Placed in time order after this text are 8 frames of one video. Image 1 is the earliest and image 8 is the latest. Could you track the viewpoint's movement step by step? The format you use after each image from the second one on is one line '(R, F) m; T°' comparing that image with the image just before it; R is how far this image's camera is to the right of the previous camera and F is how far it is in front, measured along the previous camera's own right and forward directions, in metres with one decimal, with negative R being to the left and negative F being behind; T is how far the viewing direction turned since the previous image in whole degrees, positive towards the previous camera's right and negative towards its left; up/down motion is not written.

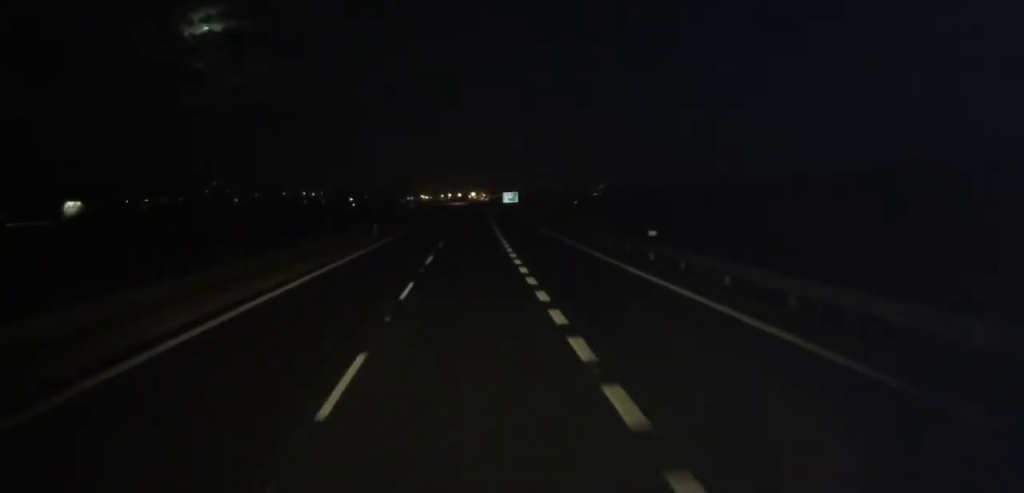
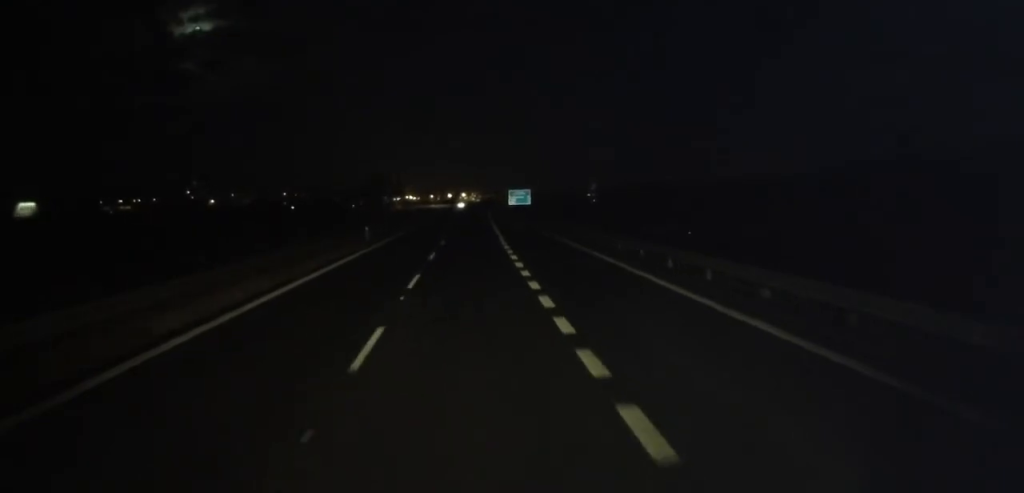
(0.0, +42.4) m; +2°
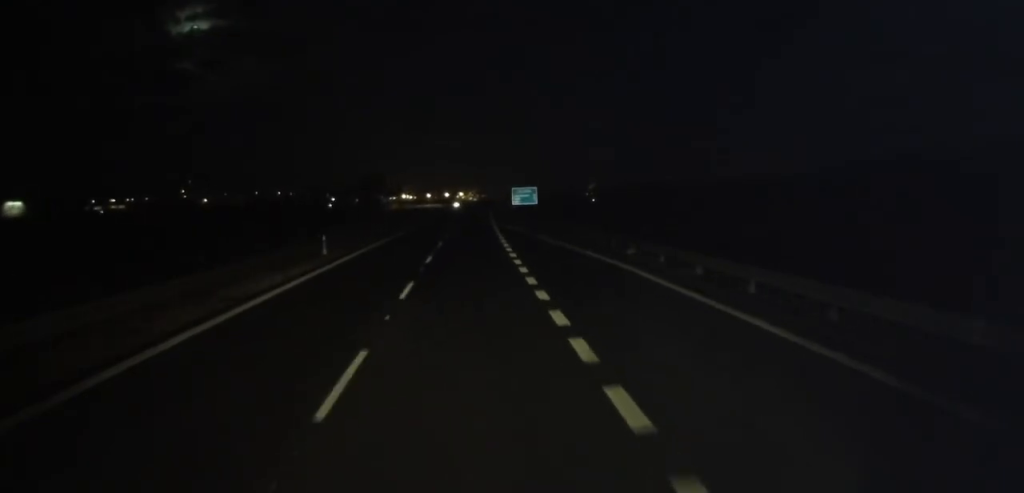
(+0.3, +11.2) m; 0°
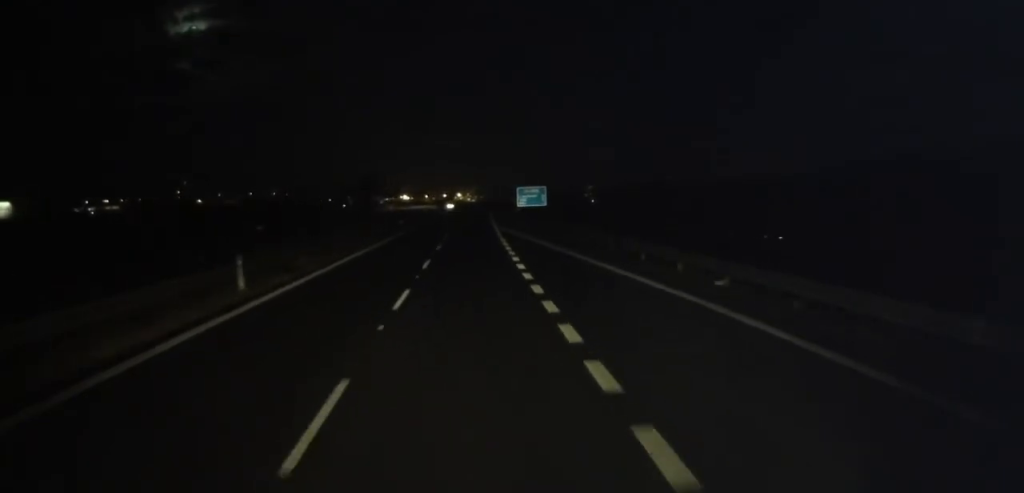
(+0.2, +10.5) m; 0°
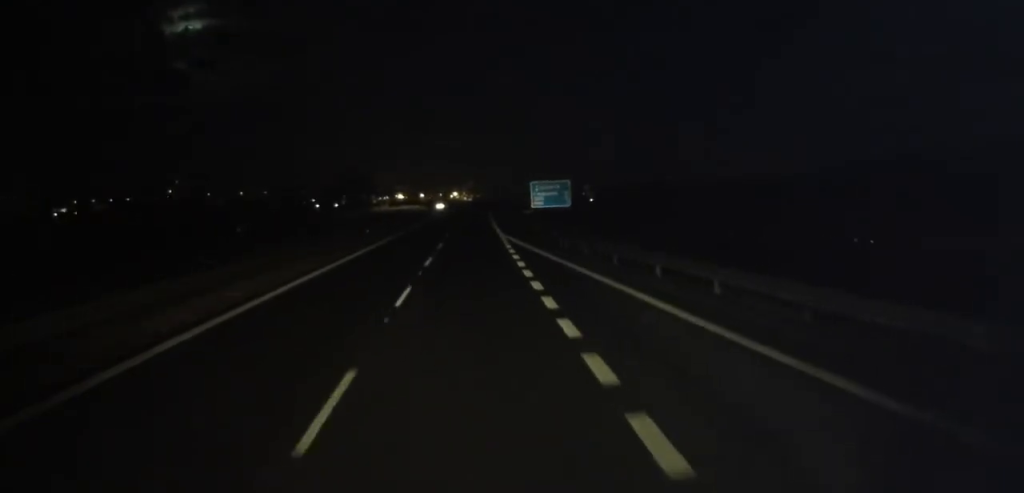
(-0.3, +17.6) m; 0°
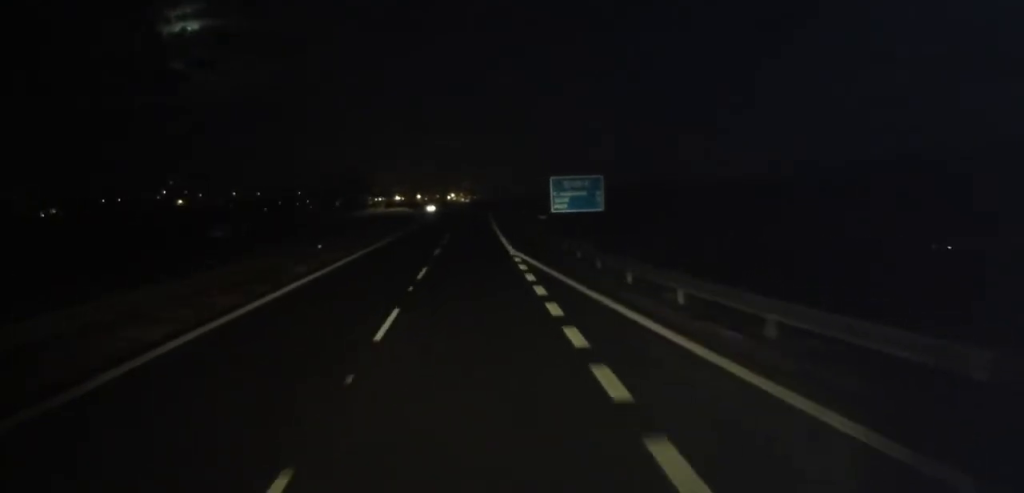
(+0.1, +12.6) m; 0°
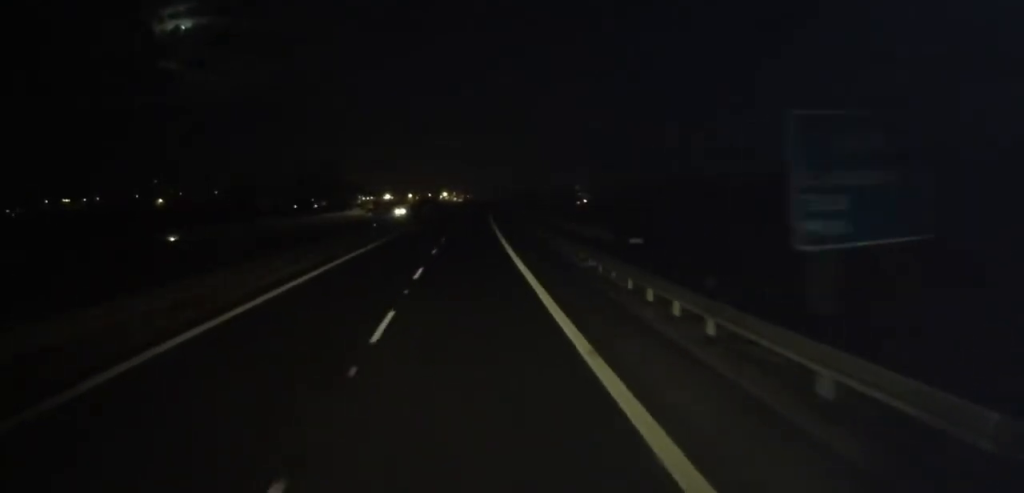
(+0.1, +27.3) m; 0°
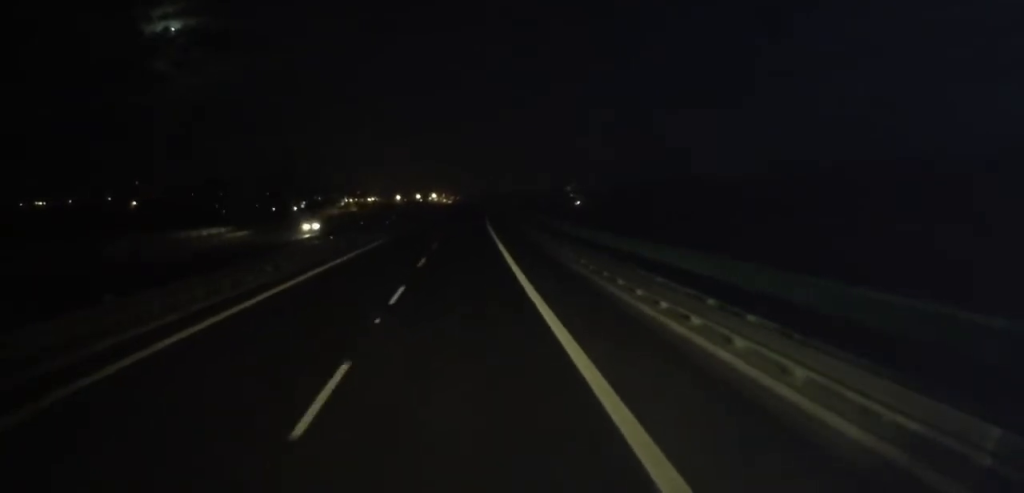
(+0.5, +31.4) m; +2°
